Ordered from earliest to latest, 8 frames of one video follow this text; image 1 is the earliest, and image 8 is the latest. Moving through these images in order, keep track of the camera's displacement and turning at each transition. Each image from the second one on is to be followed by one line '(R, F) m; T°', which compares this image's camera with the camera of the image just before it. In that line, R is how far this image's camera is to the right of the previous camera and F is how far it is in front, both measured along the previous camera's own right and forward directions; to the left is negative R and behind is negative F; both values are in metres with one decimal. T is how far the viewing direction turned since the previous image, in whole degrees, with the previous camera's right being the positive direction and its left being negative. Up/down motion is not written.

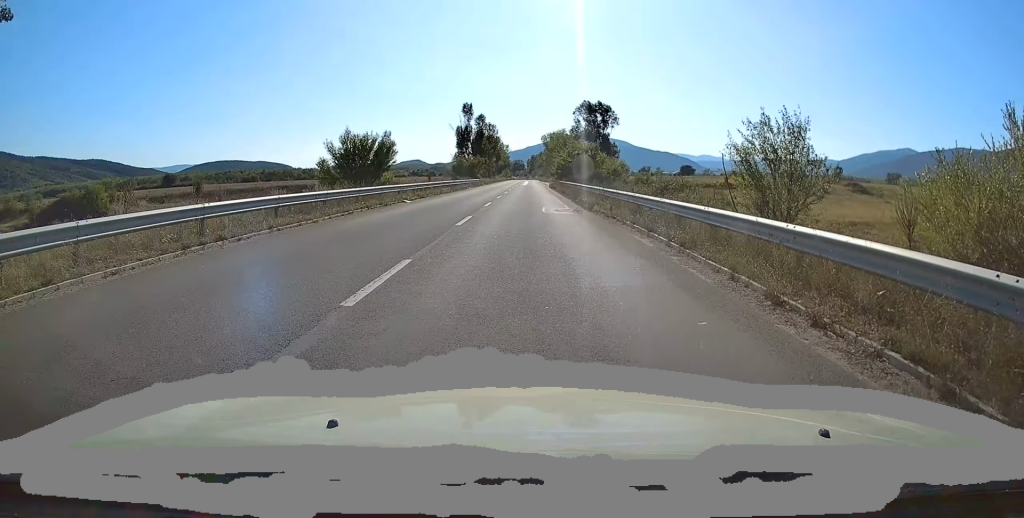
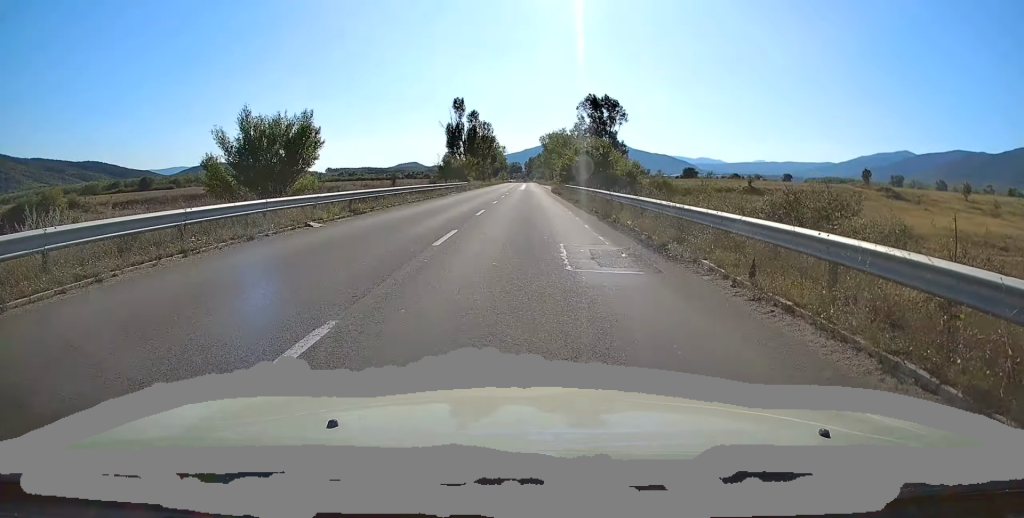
(0.0, +12.8) m; 0°
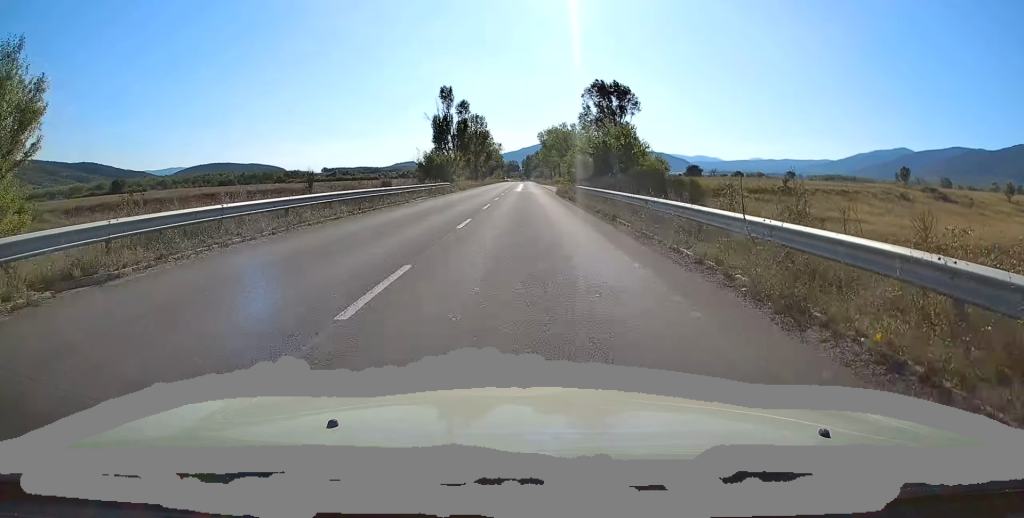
(0.0, +14.4) m; 0°
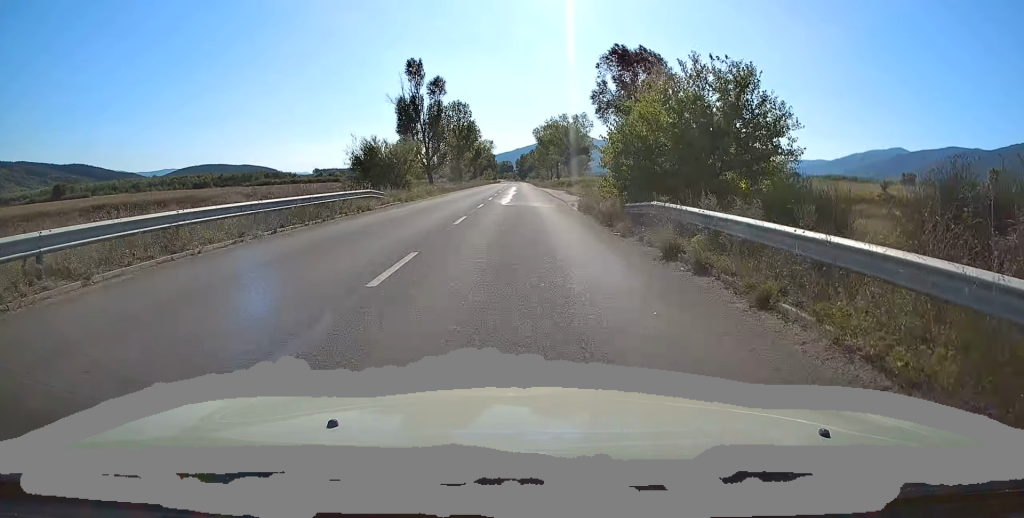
(0.0, +25.4) m; 0°
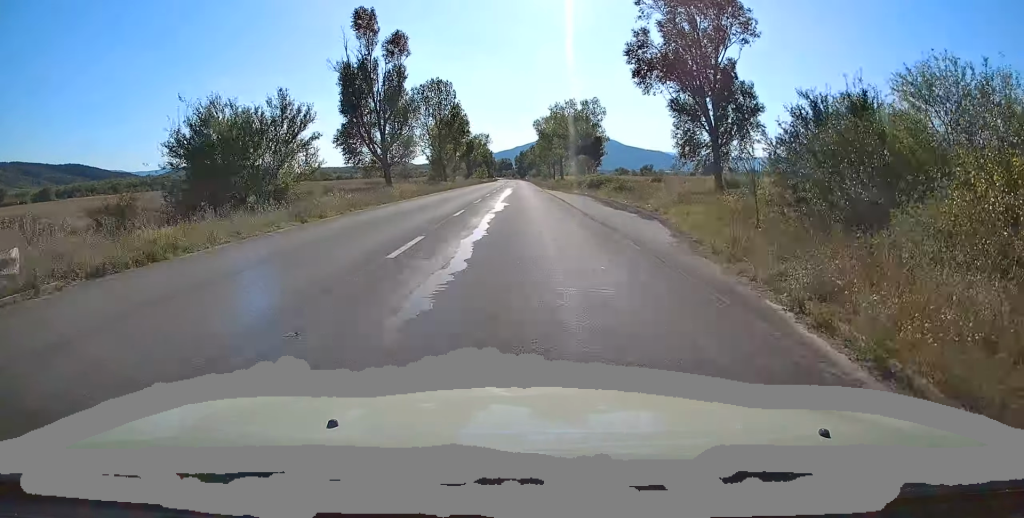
(0.0, +24.5) m; 0°
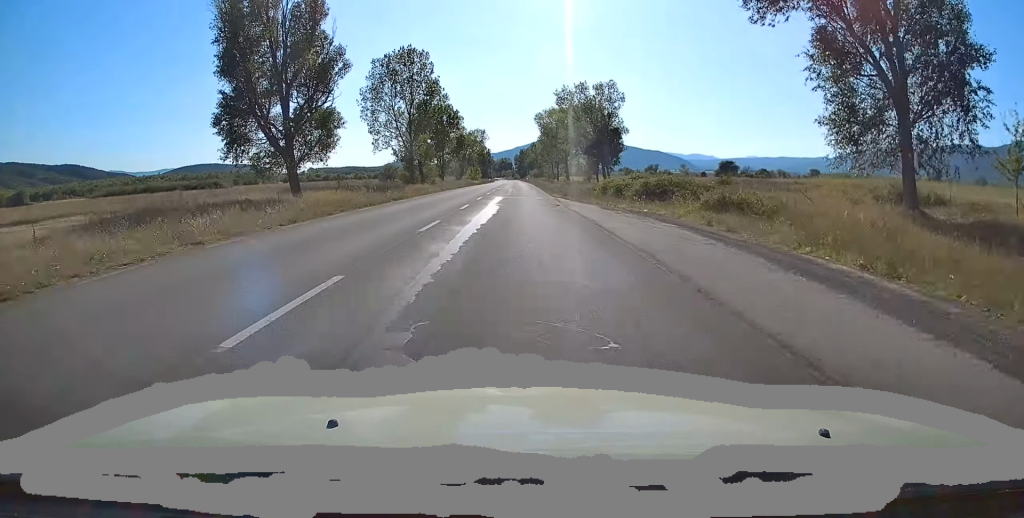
(0.0, +22.9) m; 0°
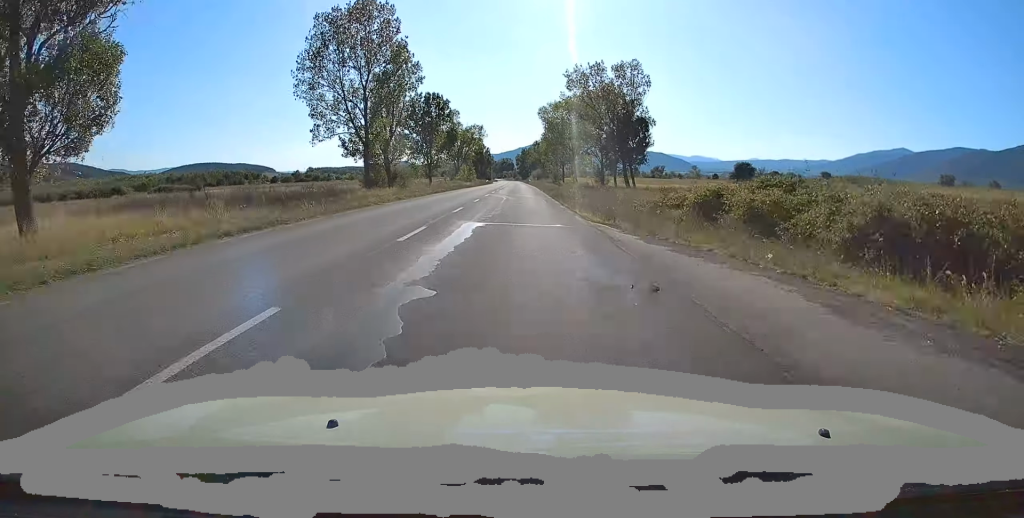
(+0.1, +19.6) m; 0°
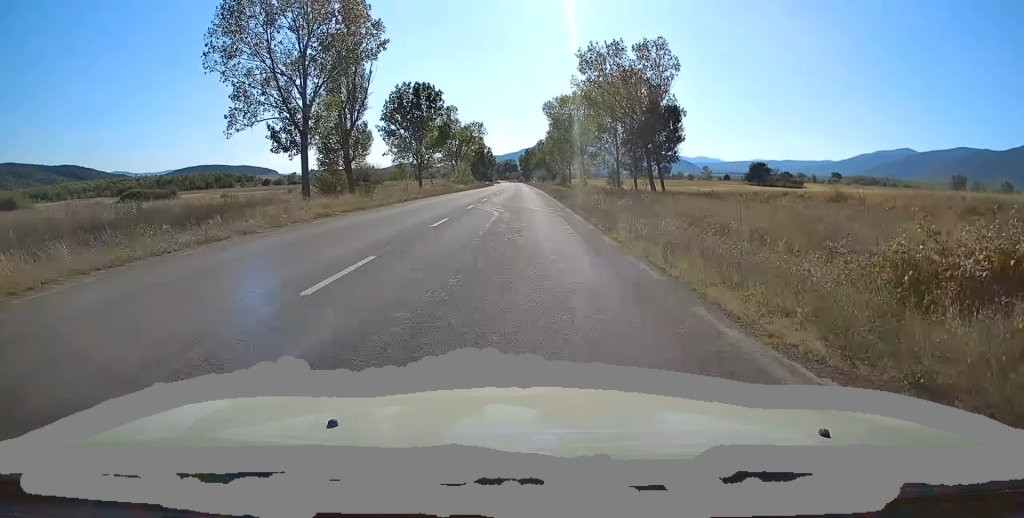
(+0.4, +14.1) m; -1°
